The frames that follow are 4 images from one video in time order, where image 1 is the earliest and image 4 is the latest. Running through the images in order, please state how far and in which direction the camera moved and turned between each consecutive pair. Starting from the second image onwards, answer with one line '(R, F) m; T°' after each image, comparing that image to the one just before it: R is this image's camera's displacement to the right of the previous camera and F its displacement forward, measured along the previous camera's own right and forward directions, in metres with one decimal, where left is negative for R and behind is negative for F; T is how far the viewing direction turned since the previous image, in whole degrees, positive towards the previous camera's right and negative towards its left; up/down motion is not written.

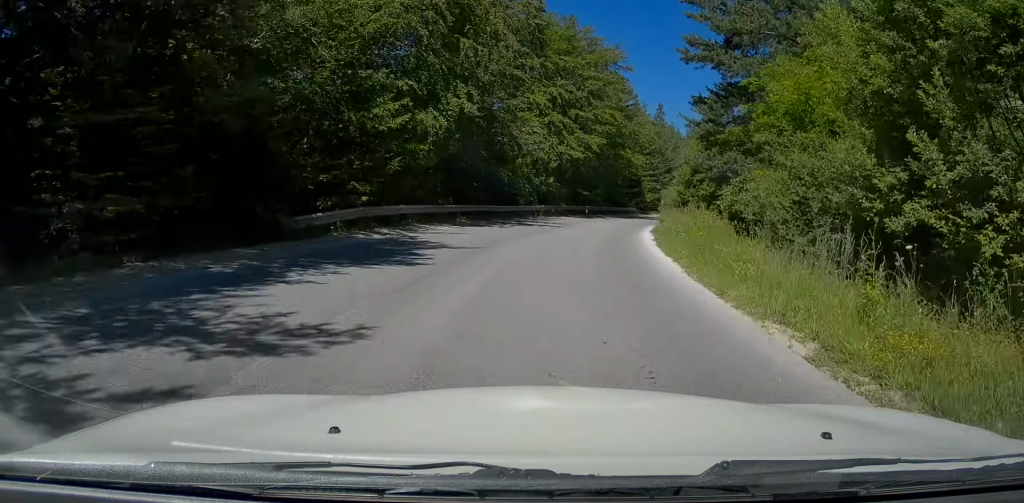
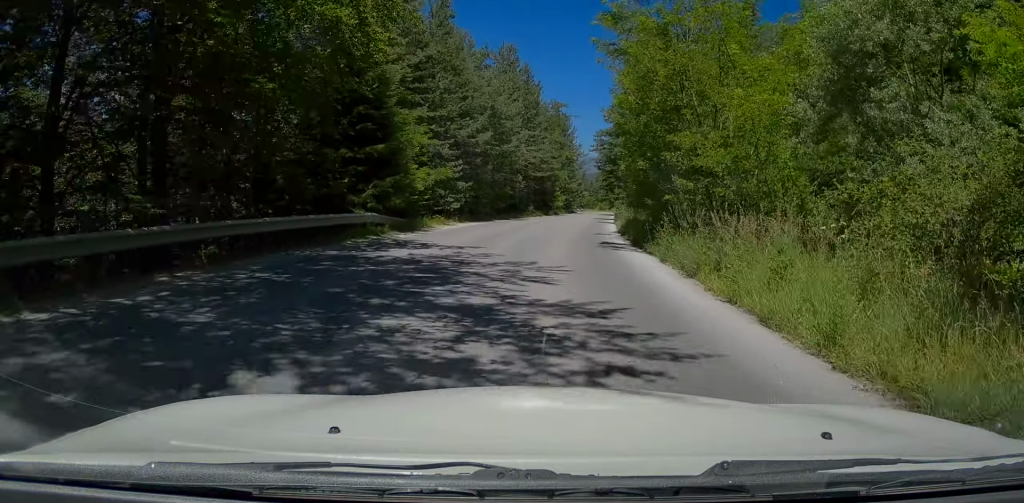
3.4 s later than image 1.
(+9.5, +46.7) m; +21°
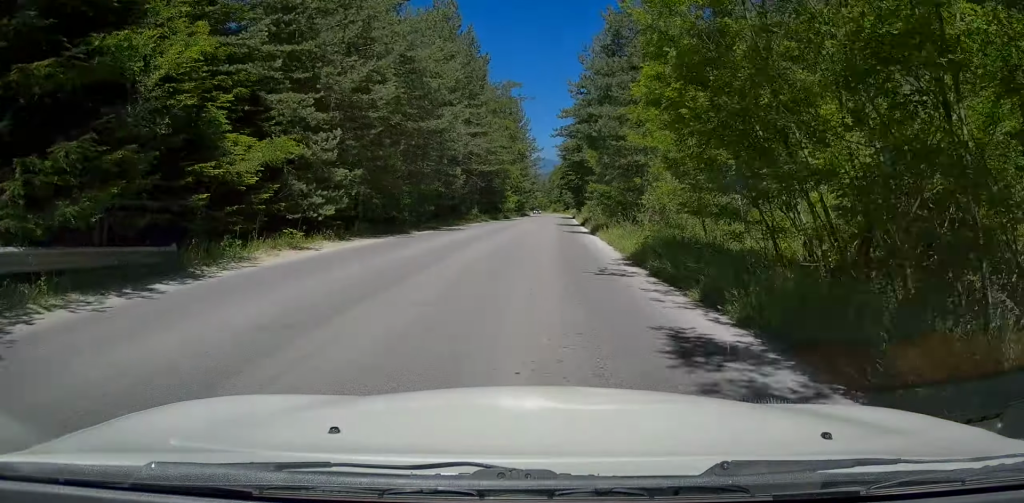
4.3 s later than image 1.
(+0.4, +13.1) m; +3°
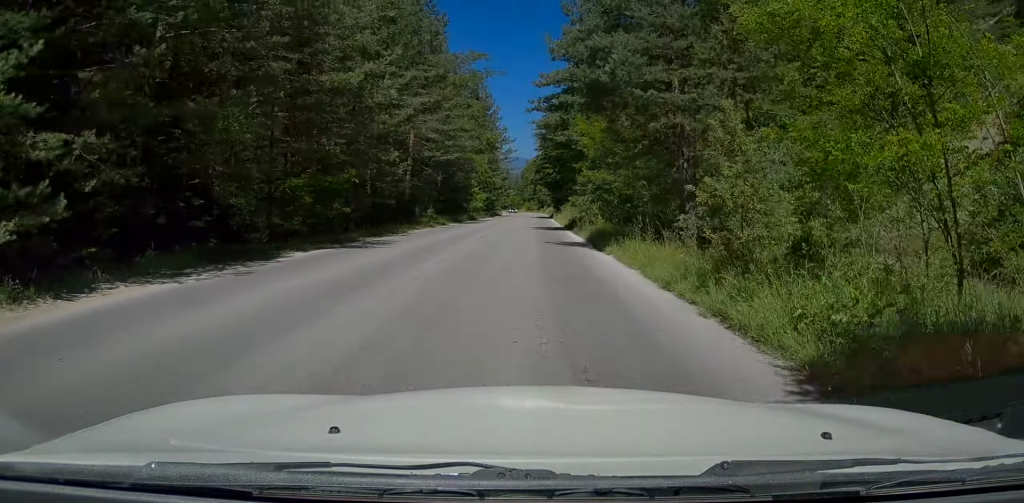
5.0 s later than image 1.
(+0.1, +10.5) m; +2°
